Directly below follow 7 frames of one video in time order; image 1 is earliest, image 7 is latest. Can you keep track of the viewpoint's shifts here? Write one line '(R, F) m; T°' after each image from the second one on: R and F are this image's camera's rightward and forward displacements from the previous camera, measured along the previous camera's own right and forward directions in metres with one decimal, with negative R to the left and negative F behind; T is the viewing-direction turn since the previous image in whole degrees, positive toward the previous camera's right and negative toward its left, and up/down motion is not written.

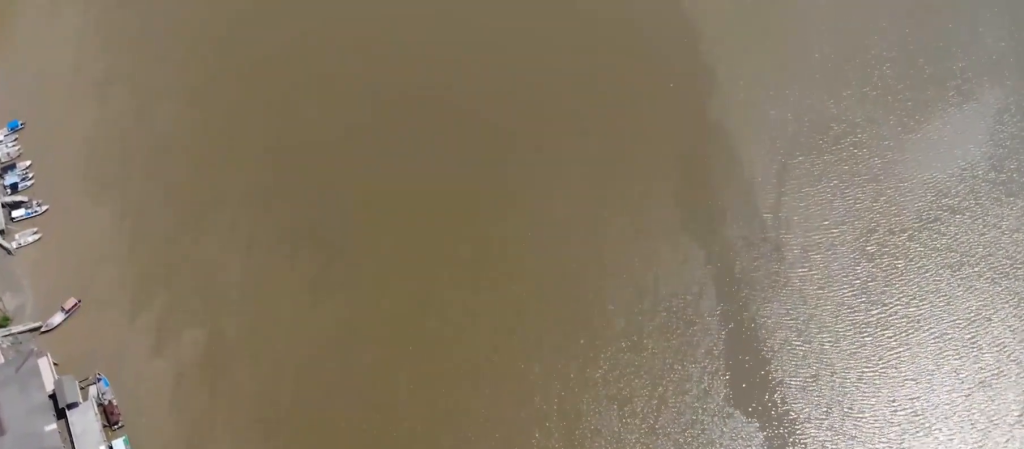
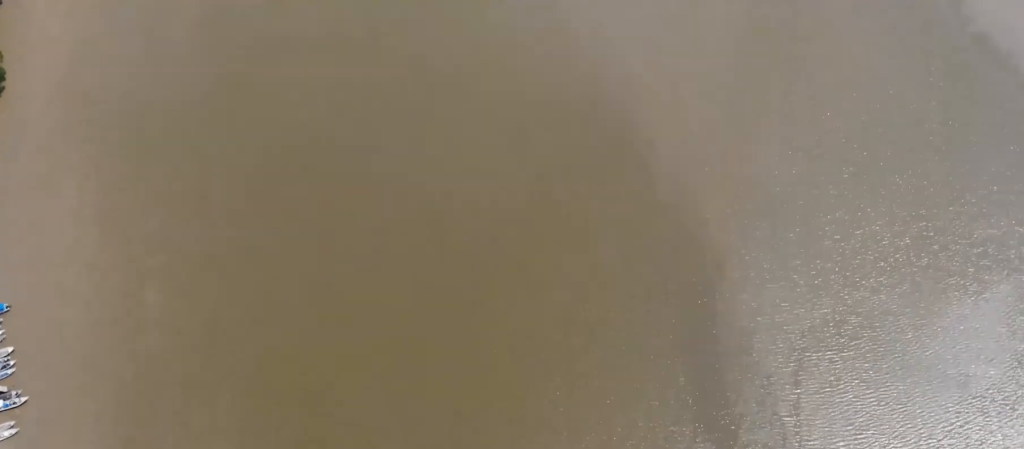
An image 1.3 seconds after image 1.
(+0.3, +18.1) m; +1°
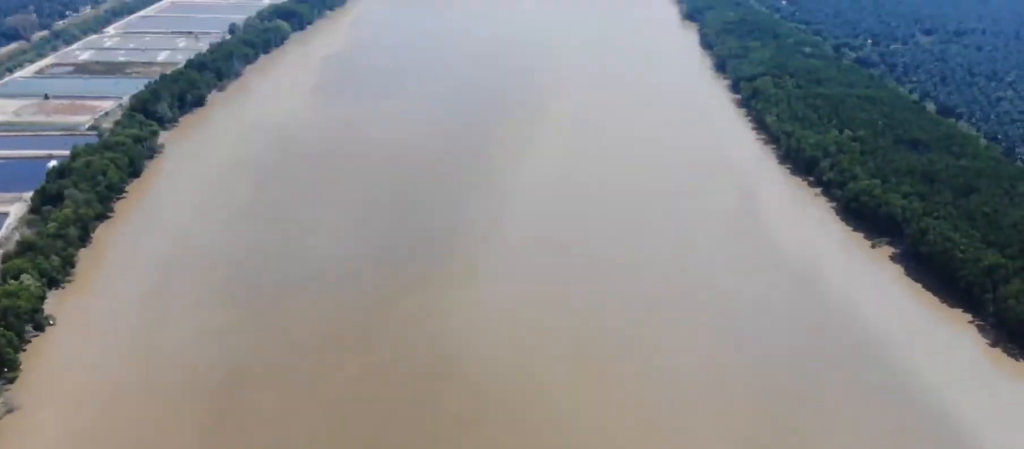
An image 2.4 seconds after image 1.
(0.0, +14.2) m; 0°
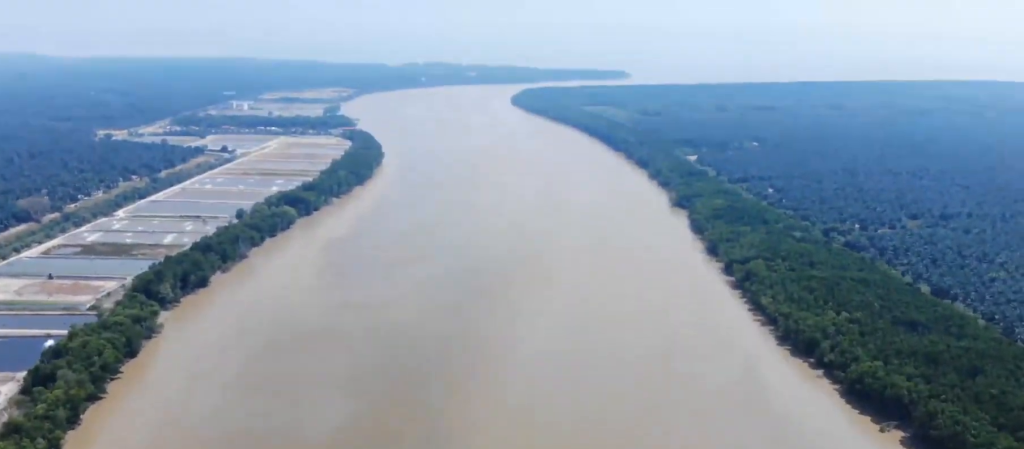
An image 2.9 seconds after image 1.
(0.0, +6.2) m; 0°
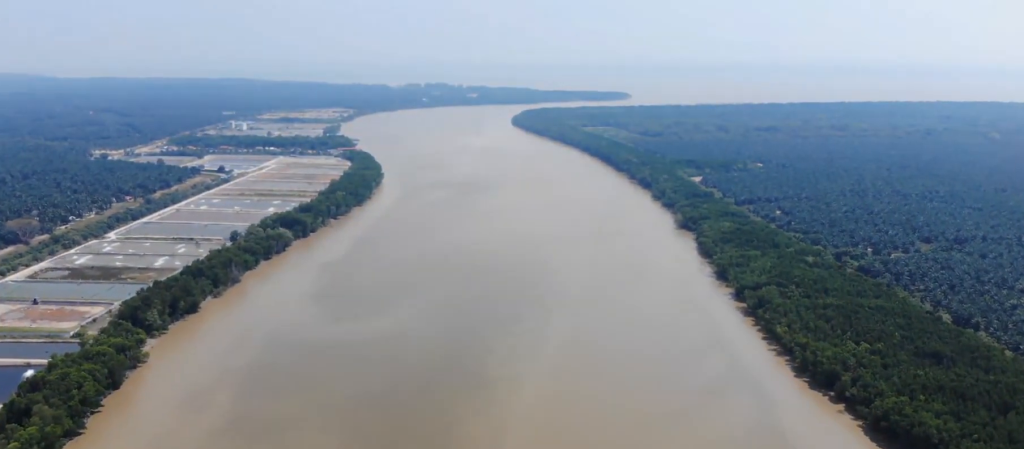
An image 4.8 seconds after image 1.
(-0.1, +22.5) m; 0°
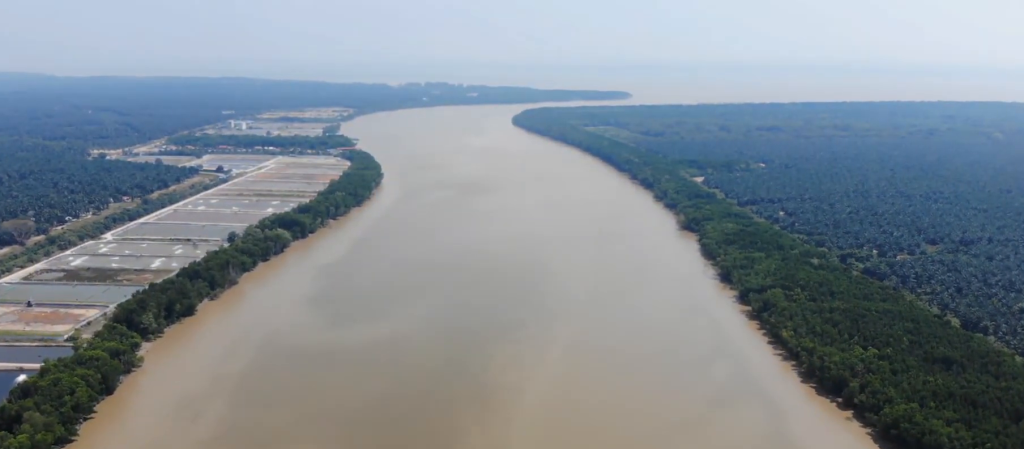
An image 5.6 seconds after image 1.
(0.0, +8.4) m; 0°
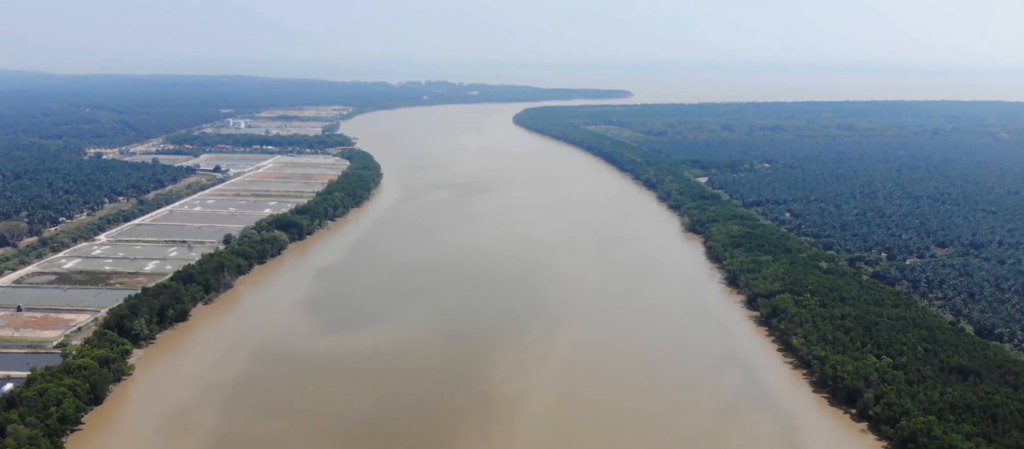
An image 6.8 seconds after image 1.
(0.0, +14.3) m; 0°
